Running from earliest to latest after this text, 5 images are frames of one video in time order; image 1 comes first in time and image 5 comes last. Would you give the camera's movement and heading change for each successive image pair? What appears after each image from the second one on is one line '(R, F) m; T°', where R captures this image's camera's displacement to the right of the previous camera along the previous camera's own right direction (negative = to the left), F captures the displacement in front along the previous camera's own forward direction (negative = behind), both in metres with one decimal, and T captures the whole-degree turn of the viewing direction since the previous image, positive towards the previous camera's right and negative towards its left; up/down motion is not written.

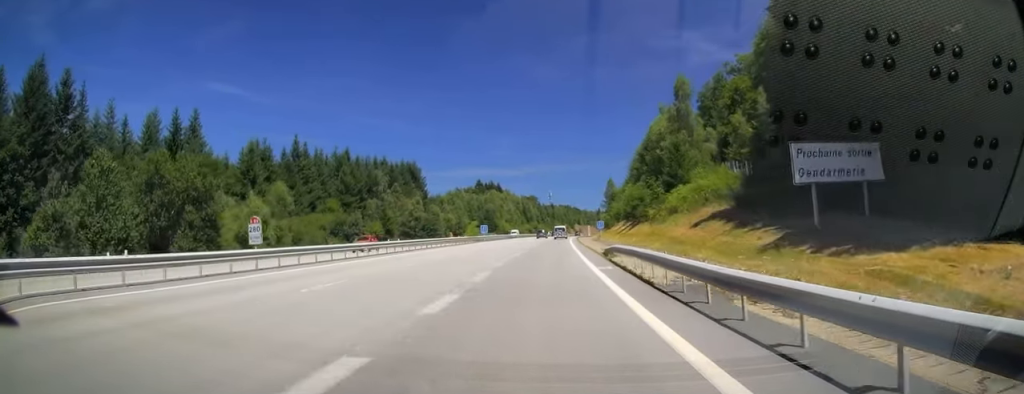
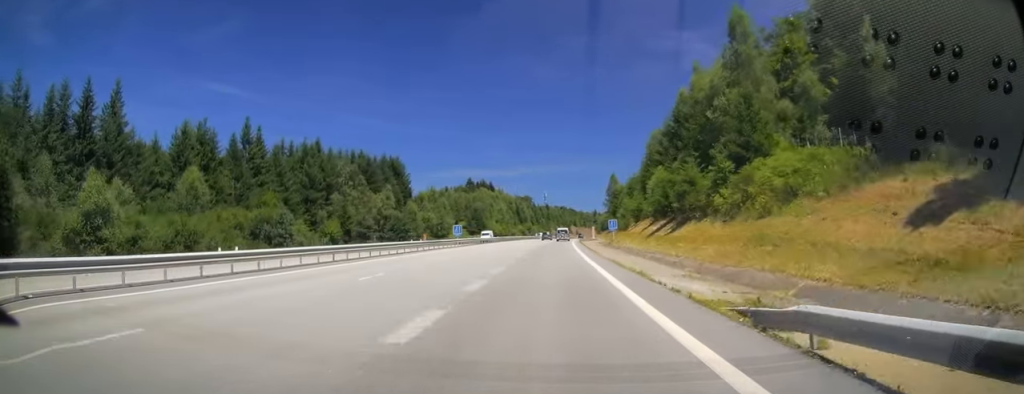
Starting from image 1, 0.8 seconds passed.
(-0.1, +22.1) m; 0°
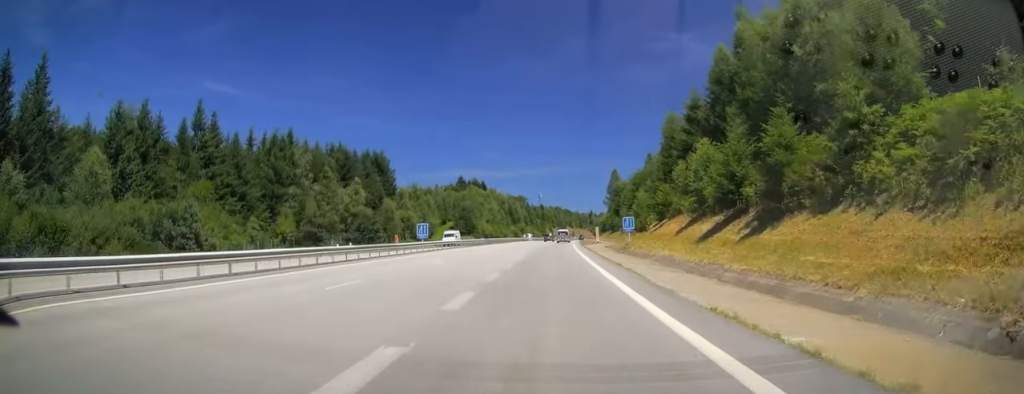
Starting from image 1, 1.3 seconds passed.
(0.0, +16.2) m; +1°
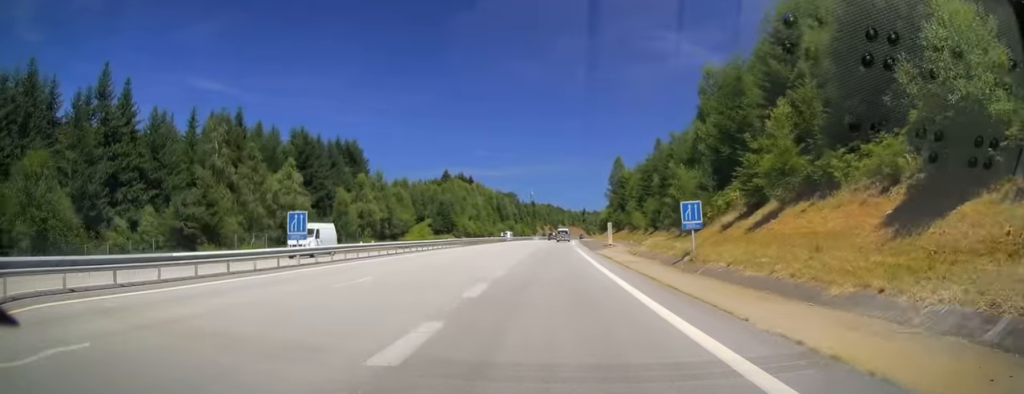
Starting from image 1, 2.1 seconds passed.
(+0.2, +24.1) m; +1°
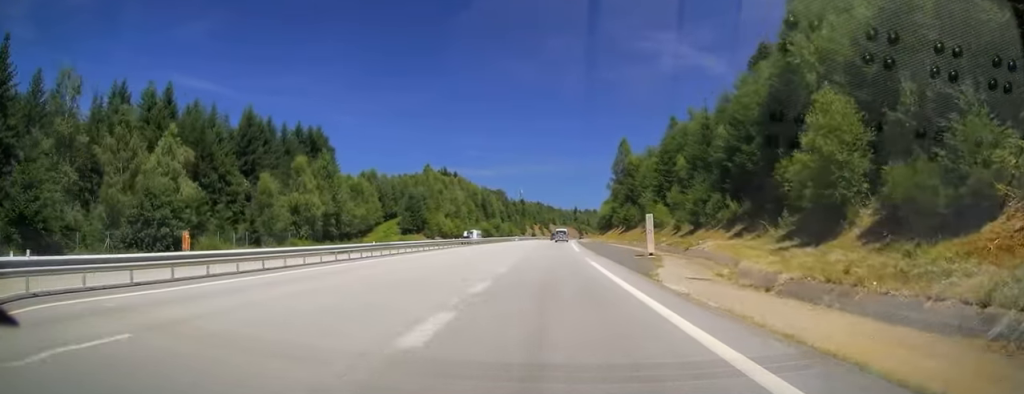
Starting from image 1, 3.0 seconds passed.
(+0.4, +25.1) m; +1°
